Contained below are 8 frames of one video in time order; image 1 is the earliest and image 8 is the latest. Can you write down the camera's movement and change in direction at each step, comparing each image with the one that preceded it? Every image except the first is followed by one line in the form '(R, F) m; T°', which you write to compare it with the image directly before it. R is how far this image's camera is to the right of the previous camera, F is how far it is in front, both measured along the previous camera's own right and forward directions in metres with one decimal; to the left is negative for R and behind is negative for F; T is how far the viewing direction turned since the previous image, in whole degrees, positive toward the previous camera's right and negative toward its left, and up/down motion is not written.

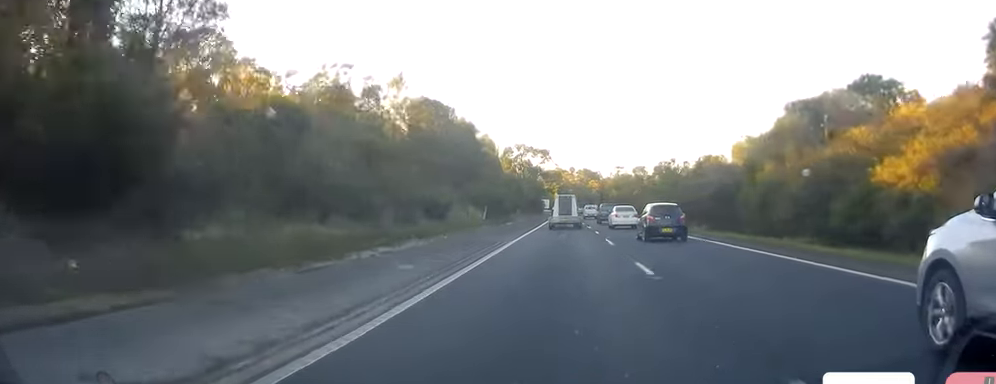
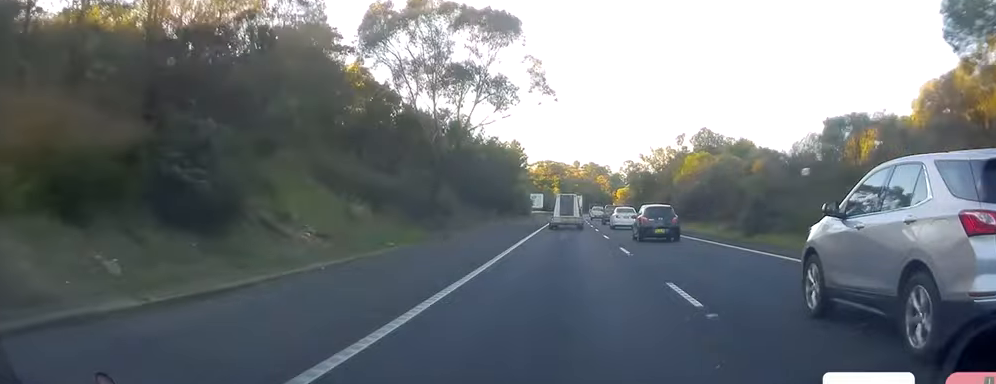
(-1.3, +89.1) m; 0°
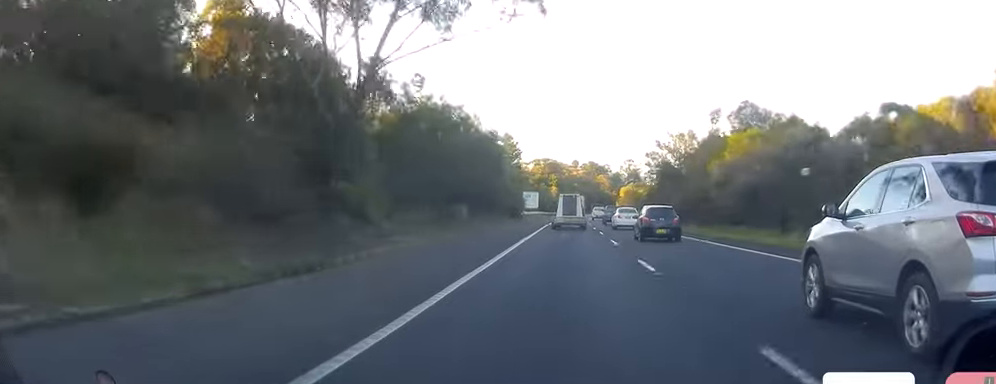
(0.0, +18.2) m; 0°
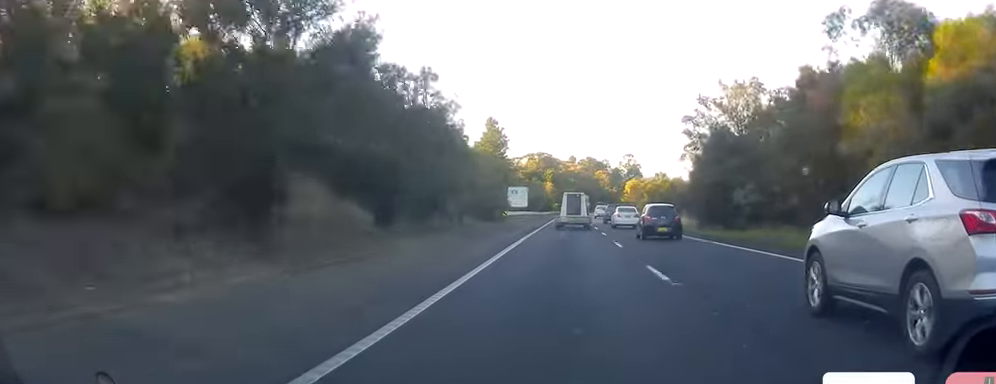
(0.0, +26.6) m; 0°
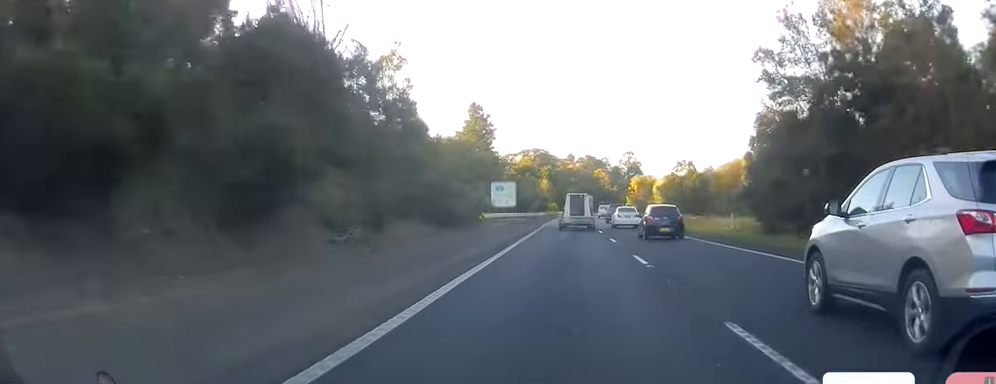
(+0.1, +20.2) m; 0°
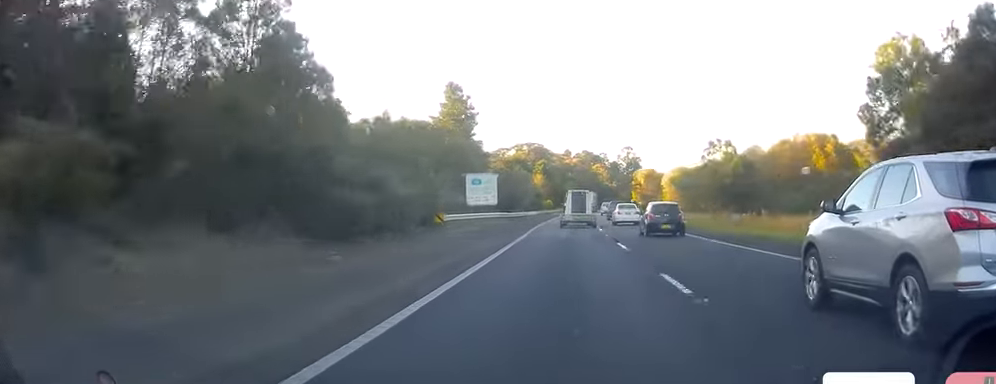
(0.0, +18.2) m; 0°
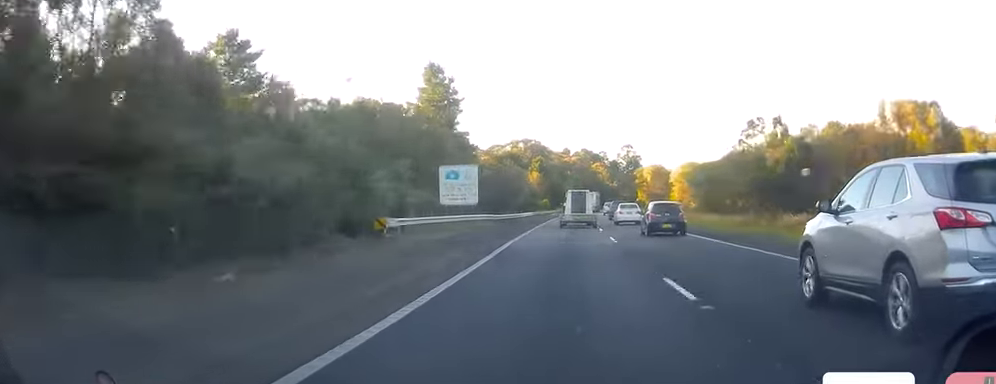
(0.0, +12.8) m; 0°
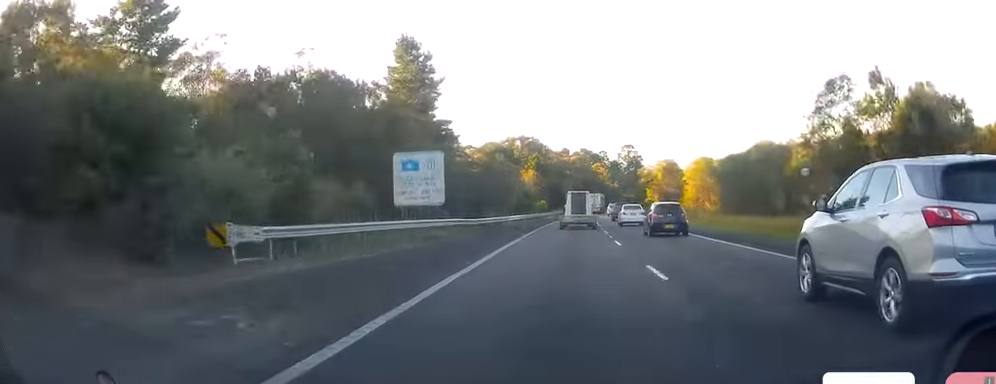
(0.0, +13.5) m; 0°
